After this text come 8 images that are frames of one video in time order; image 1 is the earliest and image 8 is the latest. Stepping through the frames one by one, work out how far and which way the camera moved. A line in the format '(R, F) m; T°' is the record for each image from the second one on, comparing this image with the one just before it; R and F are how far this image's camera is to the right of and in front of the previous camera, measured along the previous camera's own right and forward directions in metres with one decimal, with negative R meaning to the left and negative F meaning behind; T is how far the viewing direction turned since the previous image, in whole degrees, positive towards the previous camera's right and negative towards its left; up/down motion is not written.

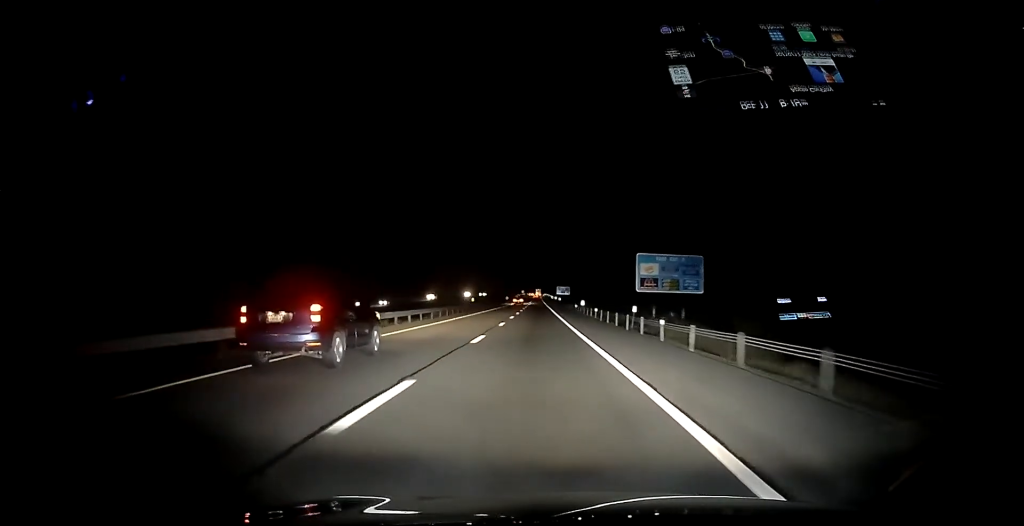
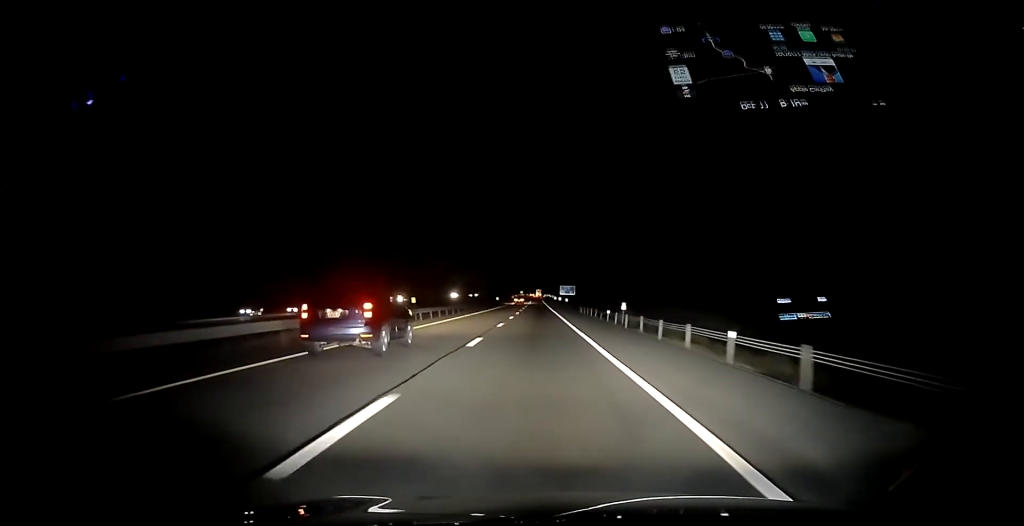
(-0.3, +37.9) m; -1°
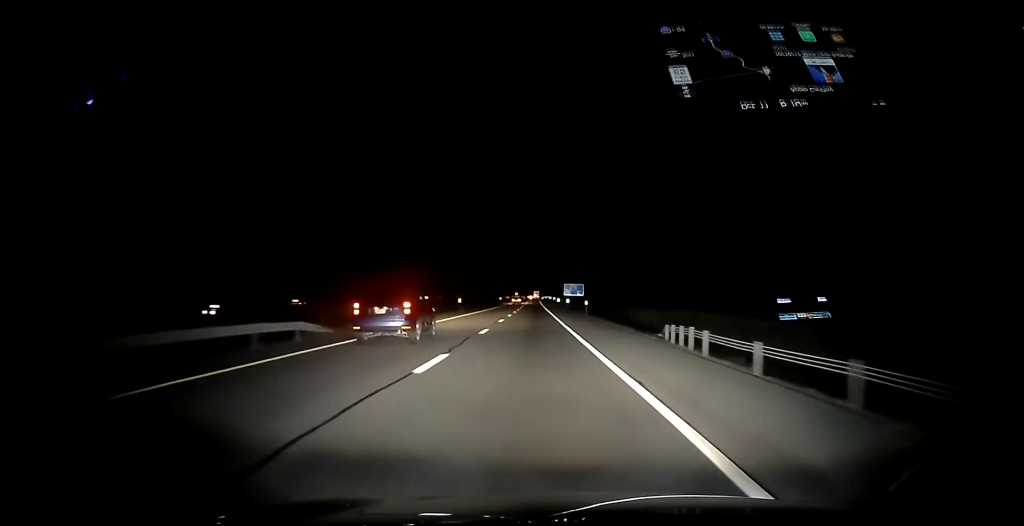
(+0.5, +54.8) m; +1°
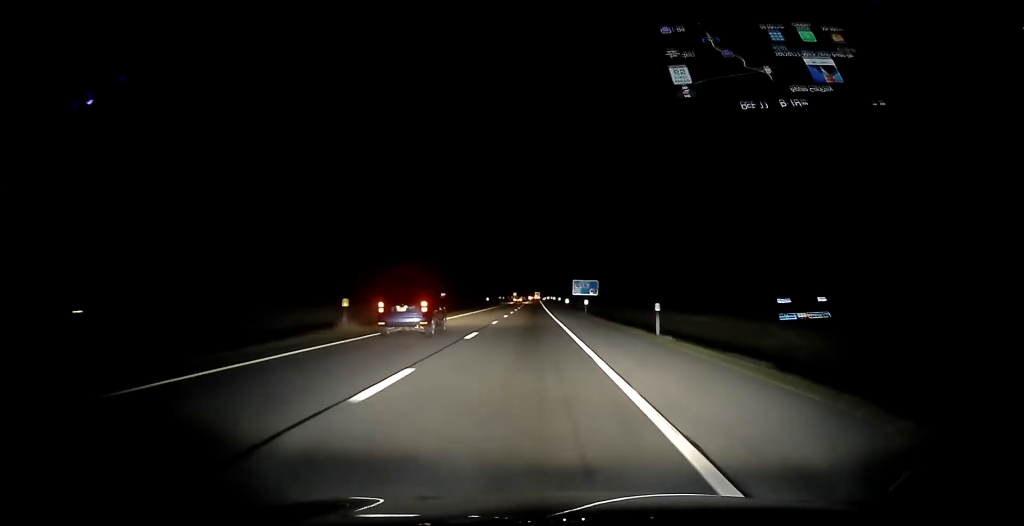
(-0.4, +39.4) m; -1°
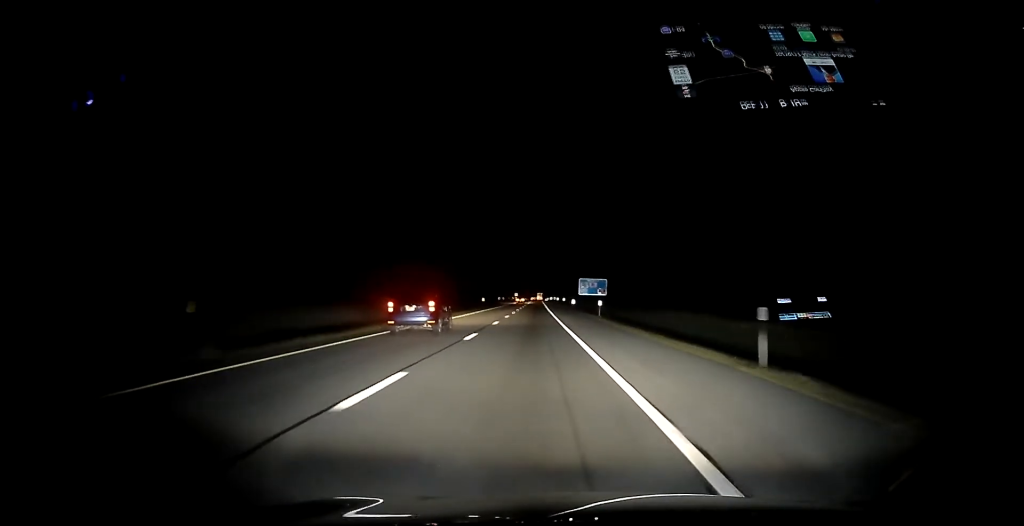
(0.0, +12.5) m; 0°
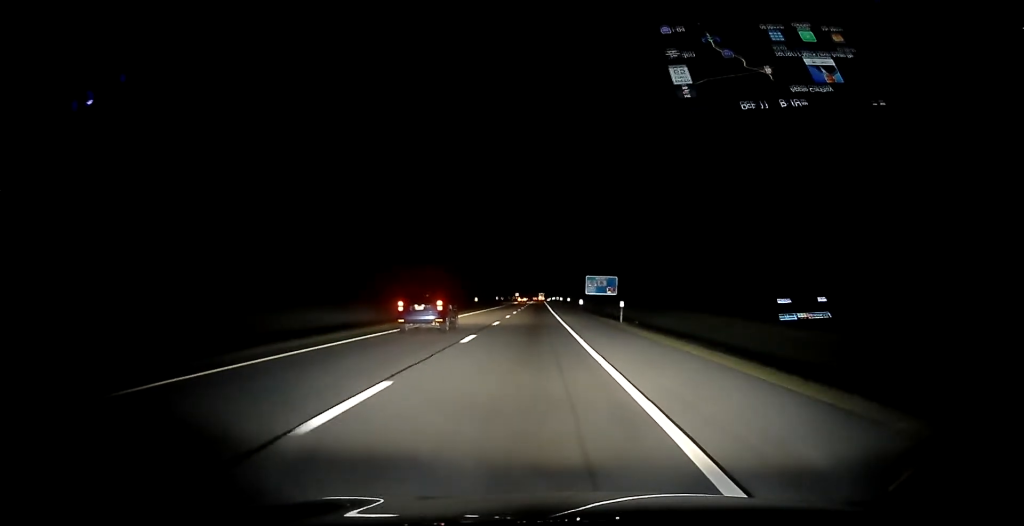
(0.0, +13.4) m; 0°
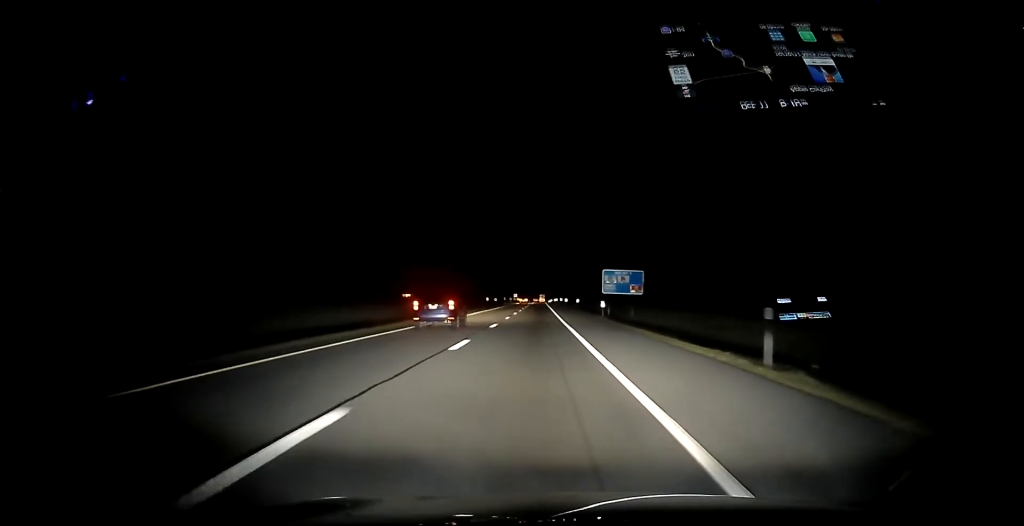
(-0.2, +26.4) m; +1°
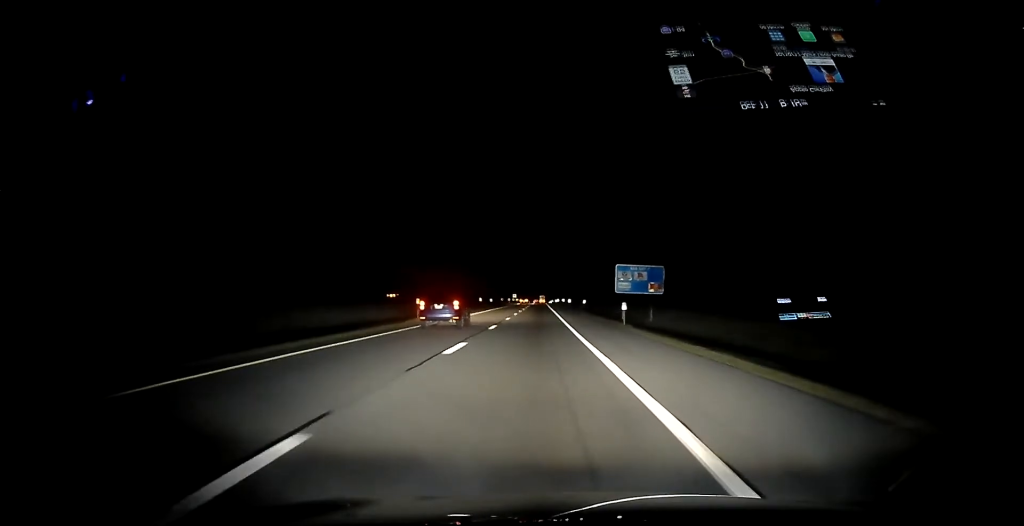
(+0.2, +13.5) m; 0°
